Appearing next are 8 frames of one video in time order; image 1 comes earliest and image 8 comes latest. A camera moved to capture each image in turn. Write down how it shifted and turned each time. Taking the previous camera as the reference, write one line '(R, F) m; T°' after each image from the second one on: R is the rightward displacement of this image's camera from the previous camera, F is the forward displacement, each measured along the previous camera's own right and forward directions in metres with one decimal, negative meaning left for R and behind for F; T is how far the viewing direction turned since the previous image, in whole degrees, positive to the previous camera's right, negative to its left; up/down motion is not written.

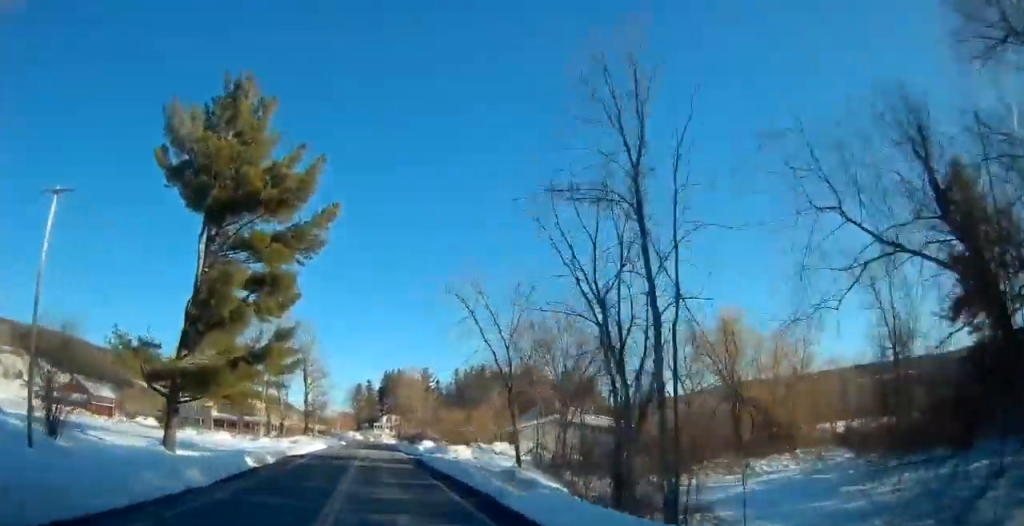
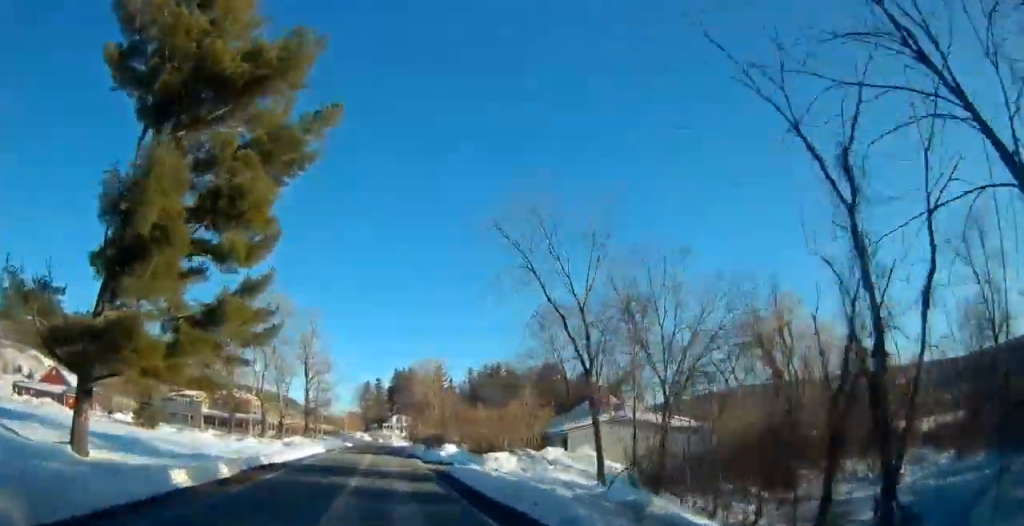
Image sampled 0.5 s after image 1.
(0.0, +11.3) m; 0°
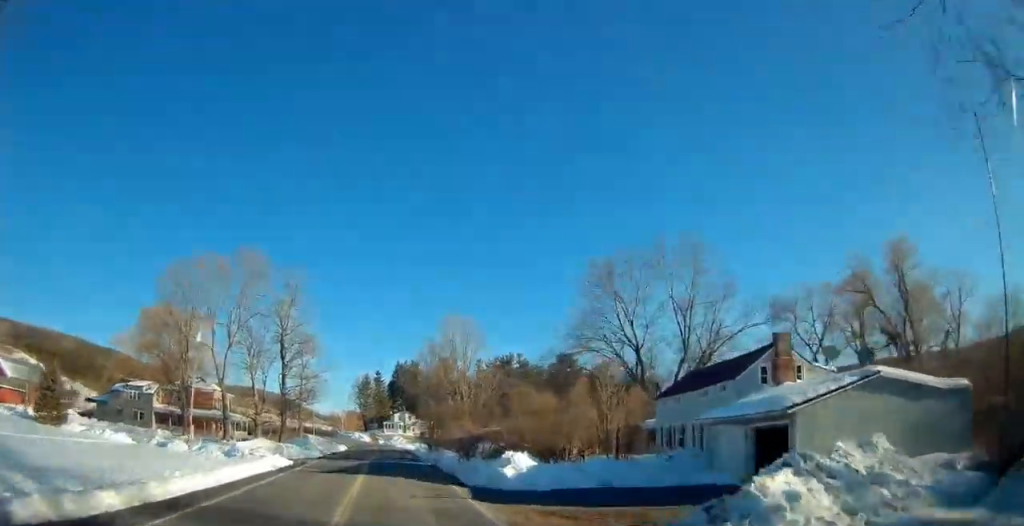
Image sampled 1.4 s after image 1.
(0.0, +21.7) m; 0°
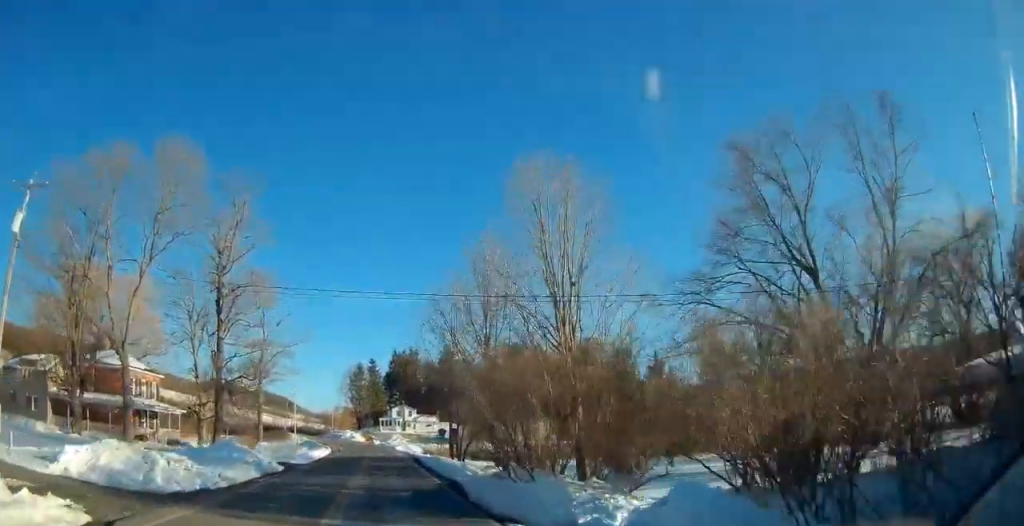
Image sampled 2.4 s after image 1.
(0.0, +25.5) m; 0°
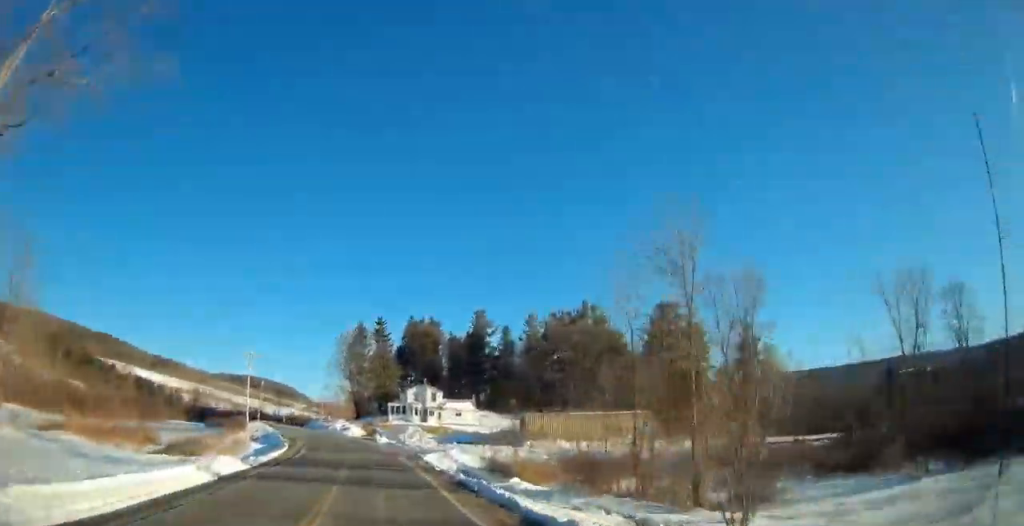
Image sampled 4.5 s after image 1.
(0.0, +48.0) m; -1°
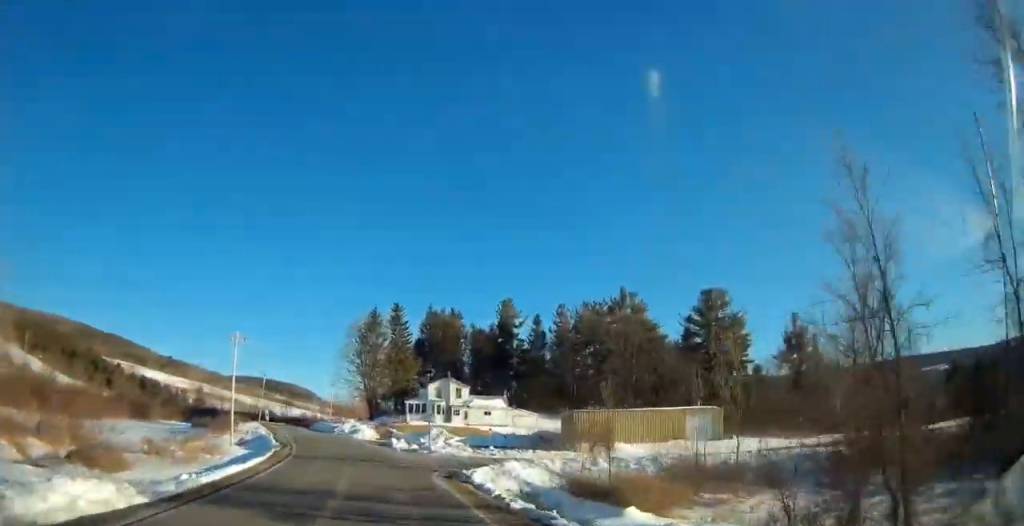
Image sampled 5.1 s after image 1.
(-0.2, +14.0) m; -2°
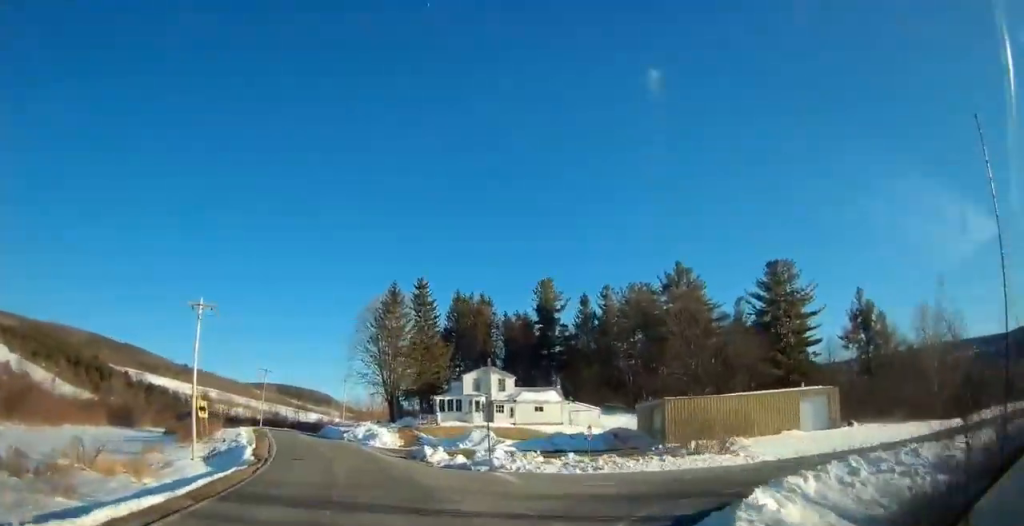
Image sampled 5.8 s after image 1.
(-0.3, +17.8) m; -3°
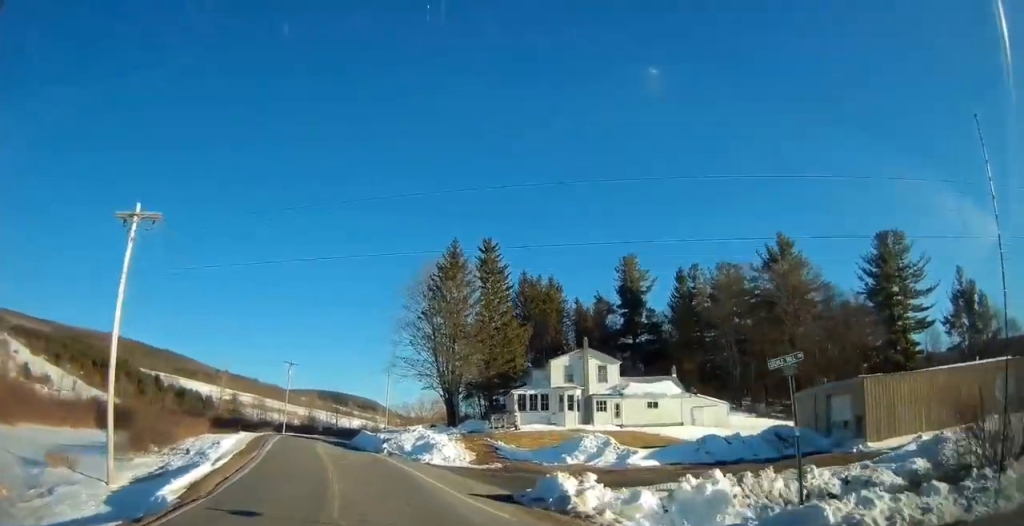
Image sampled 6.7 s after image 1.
(-0.8, +19.0) m; -3°
